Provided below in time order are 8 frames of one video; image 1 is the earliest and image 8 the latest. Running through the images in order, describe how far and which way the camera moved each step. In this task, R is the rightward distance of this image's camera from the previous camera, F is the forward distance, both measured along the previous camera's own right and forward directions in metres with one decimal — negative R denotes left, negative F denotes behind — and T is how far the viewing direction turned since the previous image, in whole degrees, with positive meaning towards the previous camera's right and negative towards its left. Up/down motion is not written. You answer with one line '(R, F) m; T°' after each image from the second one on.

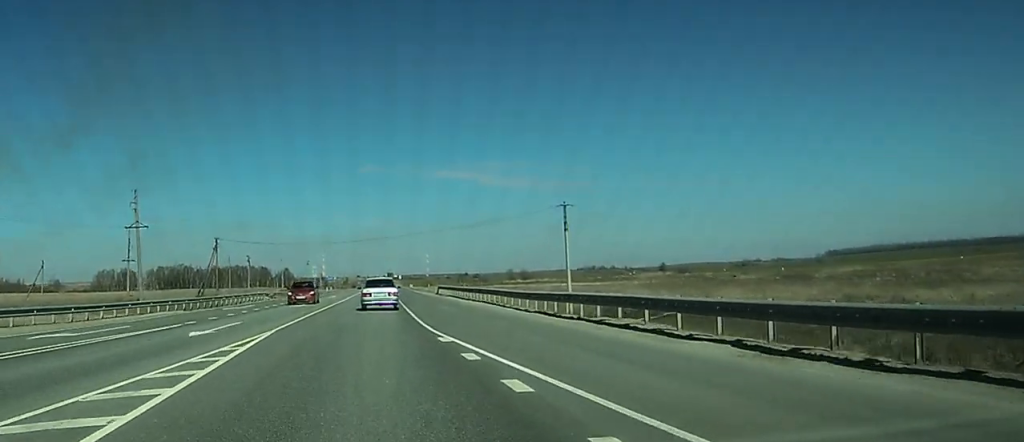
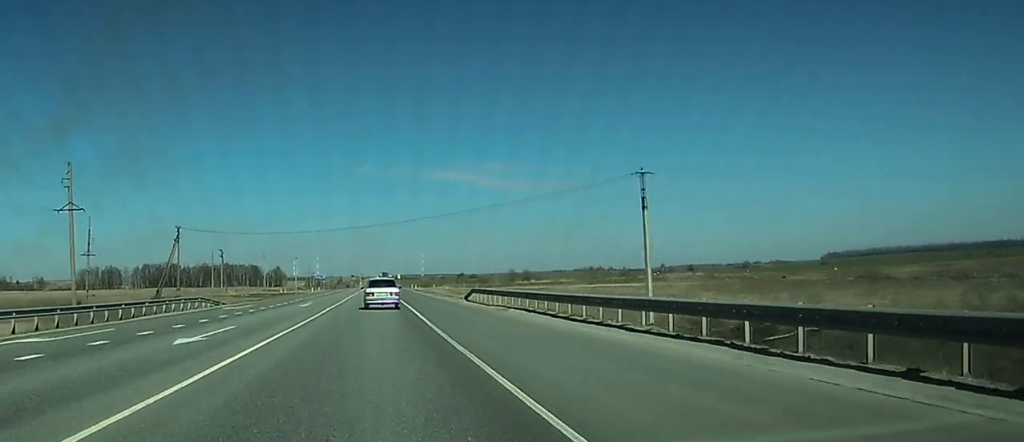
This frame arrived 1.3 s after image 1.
(-0.2, +32.1) m; 0°
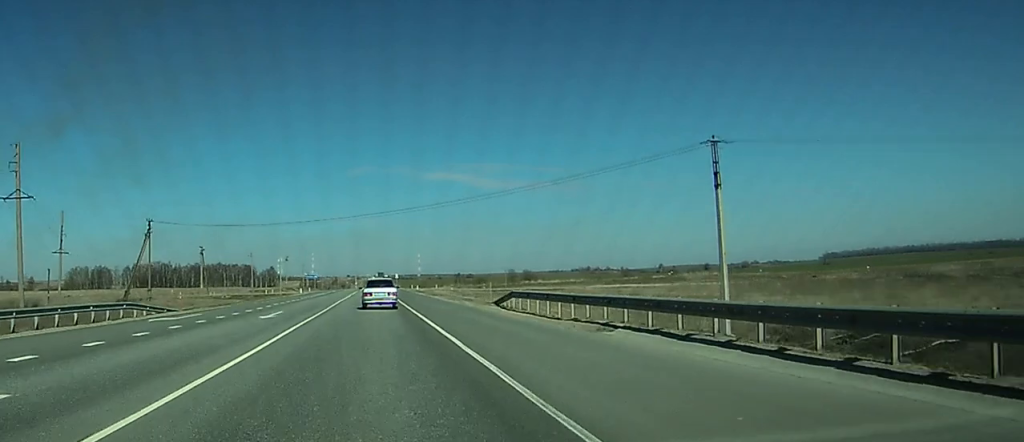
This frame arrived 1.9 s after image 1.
(0.0, +16.9) m; 0°
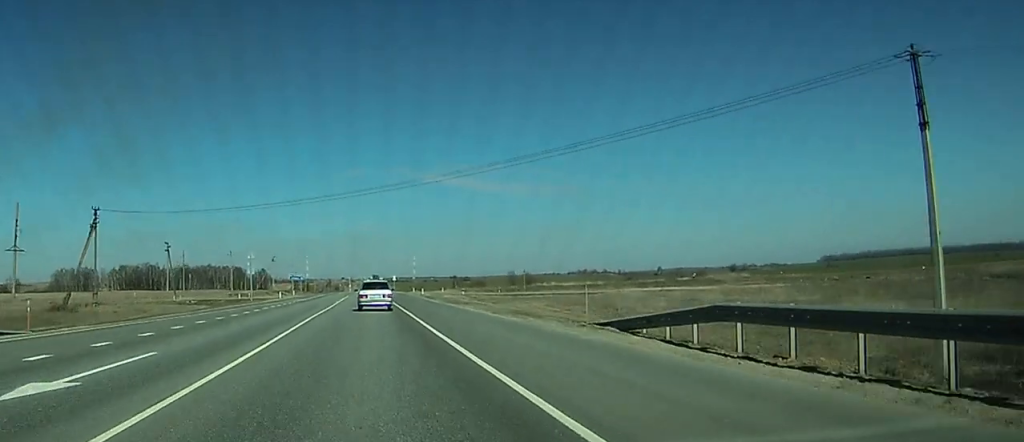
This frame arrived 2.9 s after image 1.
(+0.1, +23.6) m; 0°
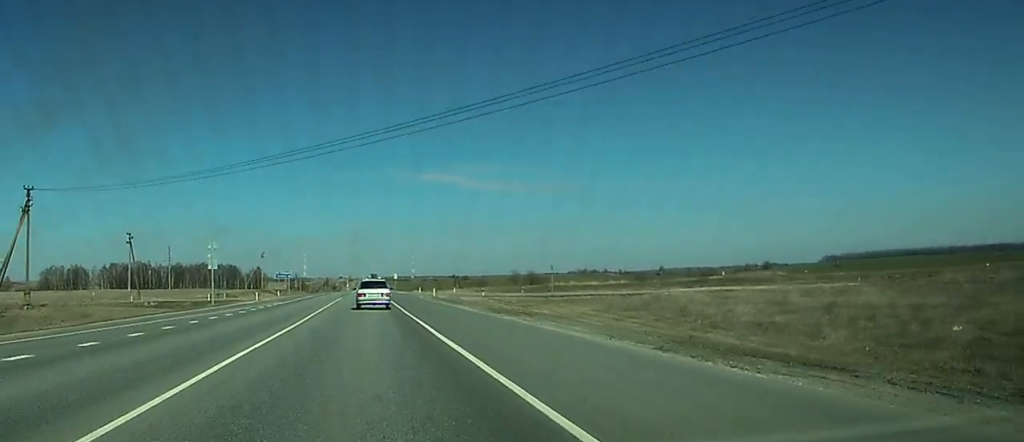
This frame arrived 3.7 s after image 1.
(0.0, +21.2) m; 0°
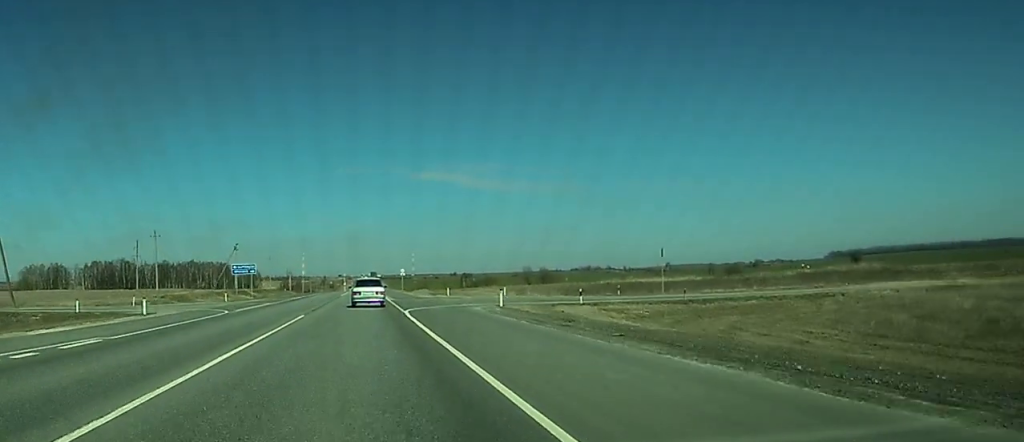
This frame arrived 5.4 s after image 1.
(-0.1, +43.4) m; 0°
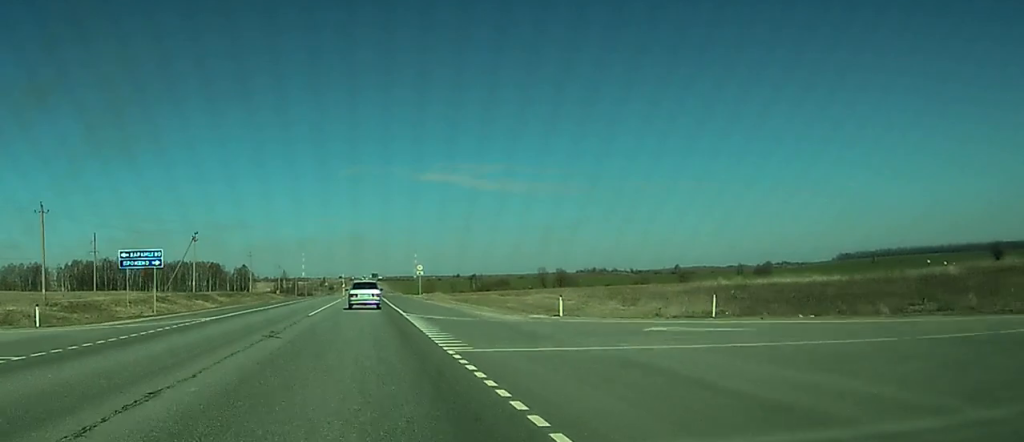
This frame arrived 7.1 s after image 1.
(+0.2, +44.5) m; 0°
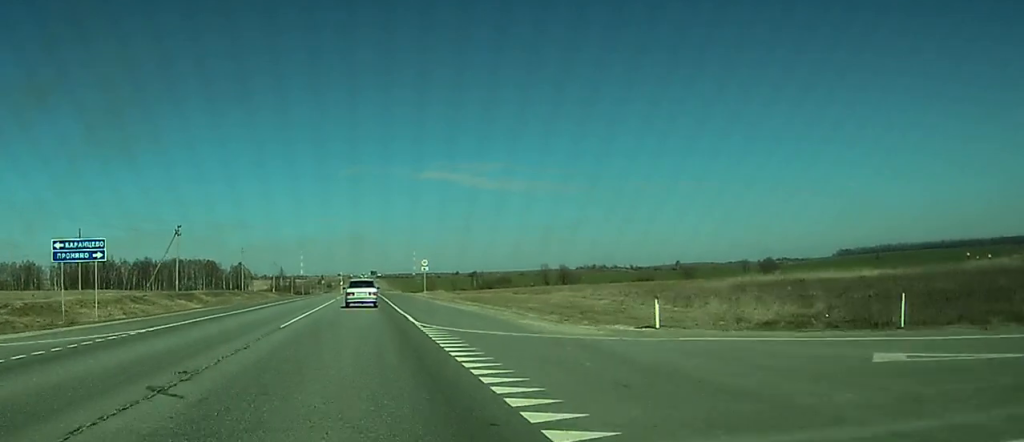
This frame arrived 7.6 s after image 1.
(0.0, +11.1) m; 0°
